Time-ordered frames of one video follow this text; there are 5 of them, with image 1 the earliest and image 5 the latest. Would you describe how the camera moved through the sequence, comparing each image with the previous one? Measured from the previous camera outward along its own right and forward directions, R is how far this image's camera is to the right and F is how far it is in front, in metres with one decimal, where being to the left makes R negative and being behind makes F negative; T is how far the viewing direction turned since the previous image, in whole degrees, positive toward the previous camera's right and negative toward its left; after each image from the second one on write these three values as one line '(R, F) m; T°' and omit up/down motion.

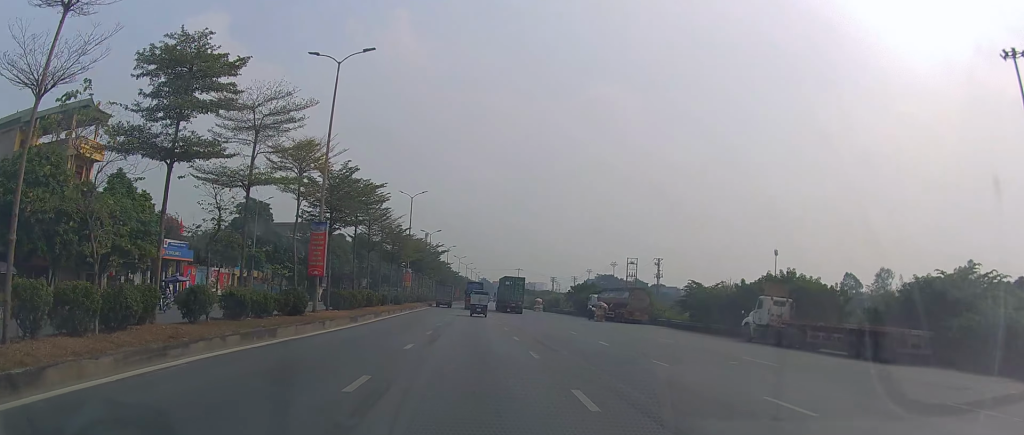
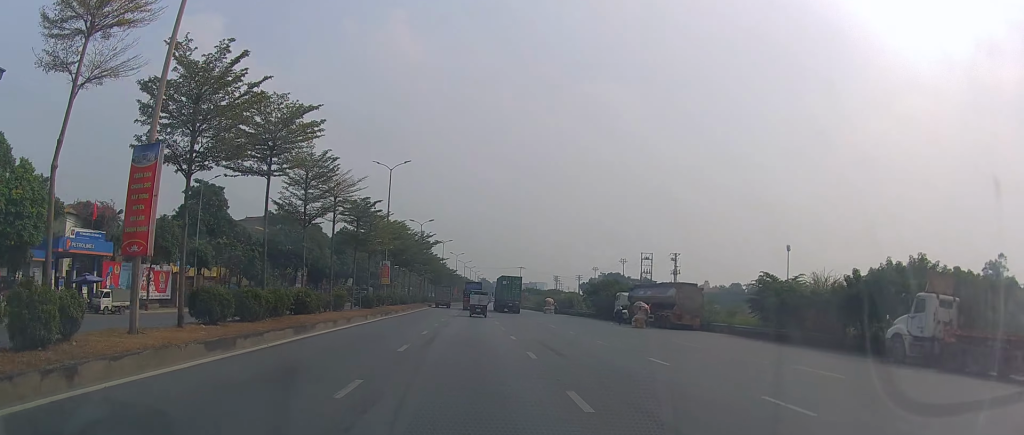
(-0.2, +16.9) m; -1°
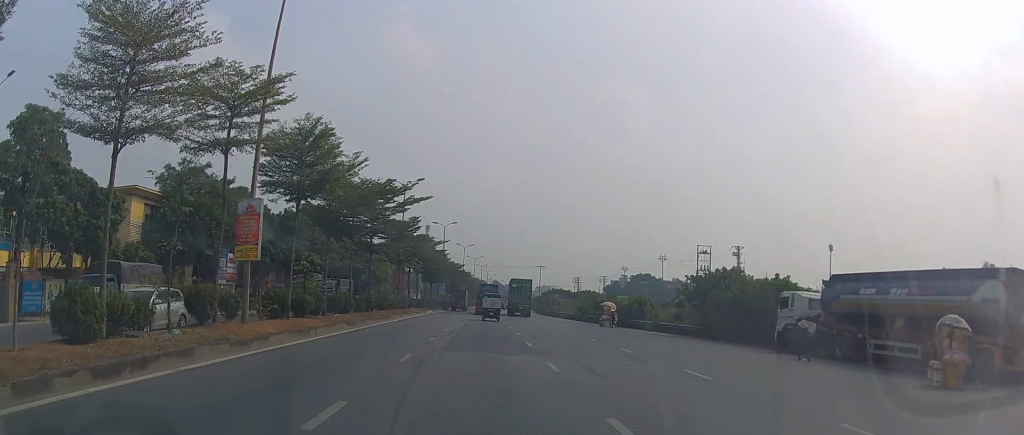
(+0.2, +36.4) m; -1°
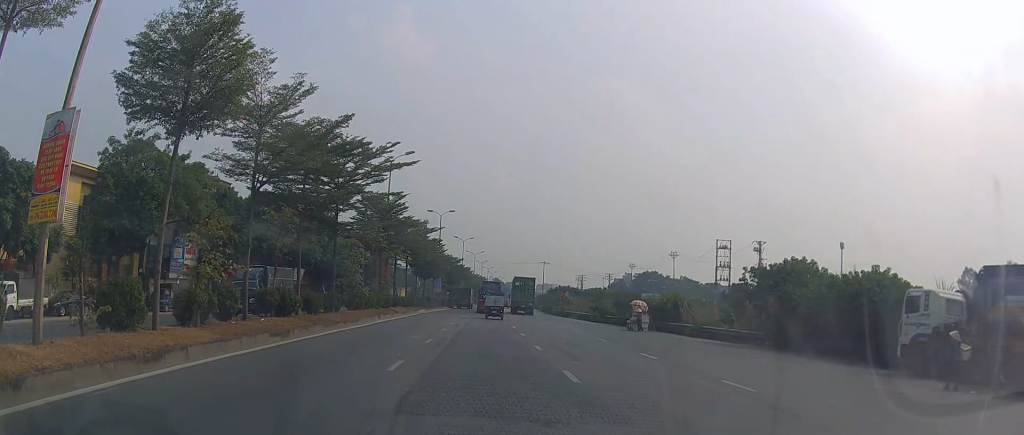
(-0.2, +11.1) m; 0°
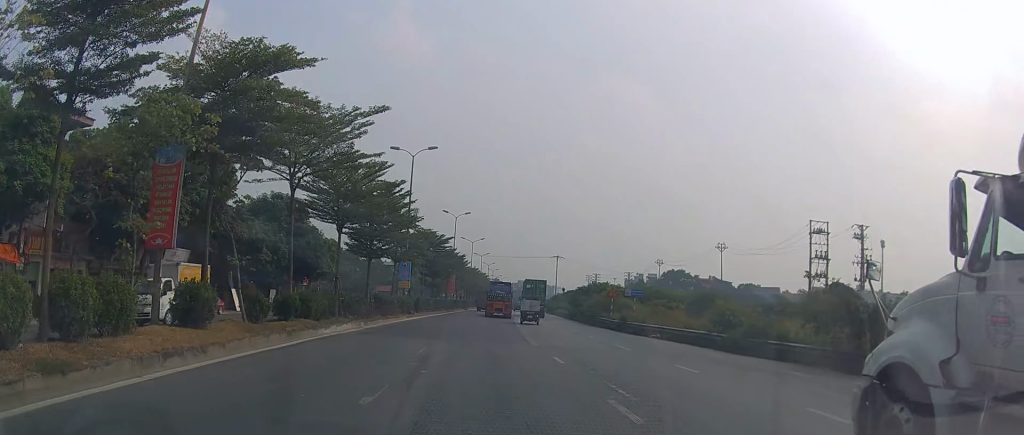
(+0.6, +39.3) m; +1°
